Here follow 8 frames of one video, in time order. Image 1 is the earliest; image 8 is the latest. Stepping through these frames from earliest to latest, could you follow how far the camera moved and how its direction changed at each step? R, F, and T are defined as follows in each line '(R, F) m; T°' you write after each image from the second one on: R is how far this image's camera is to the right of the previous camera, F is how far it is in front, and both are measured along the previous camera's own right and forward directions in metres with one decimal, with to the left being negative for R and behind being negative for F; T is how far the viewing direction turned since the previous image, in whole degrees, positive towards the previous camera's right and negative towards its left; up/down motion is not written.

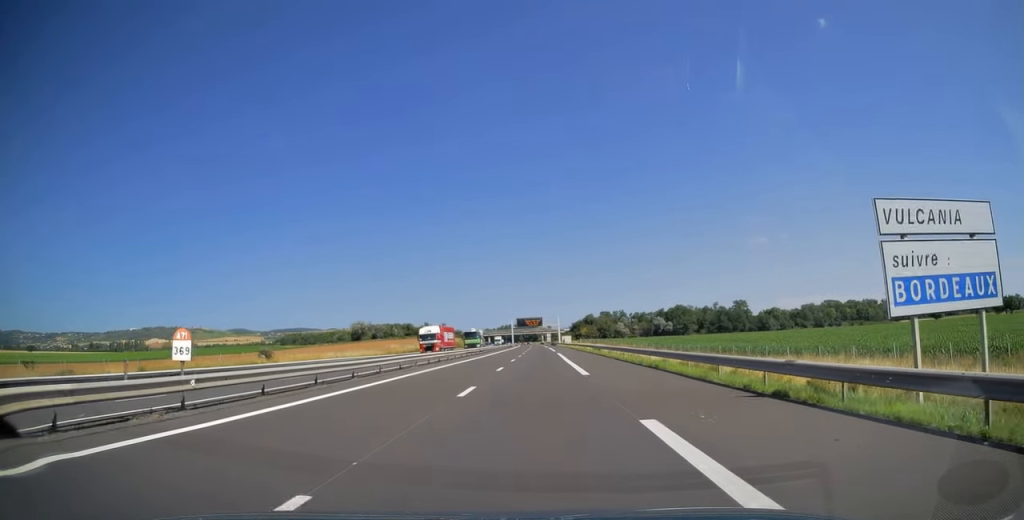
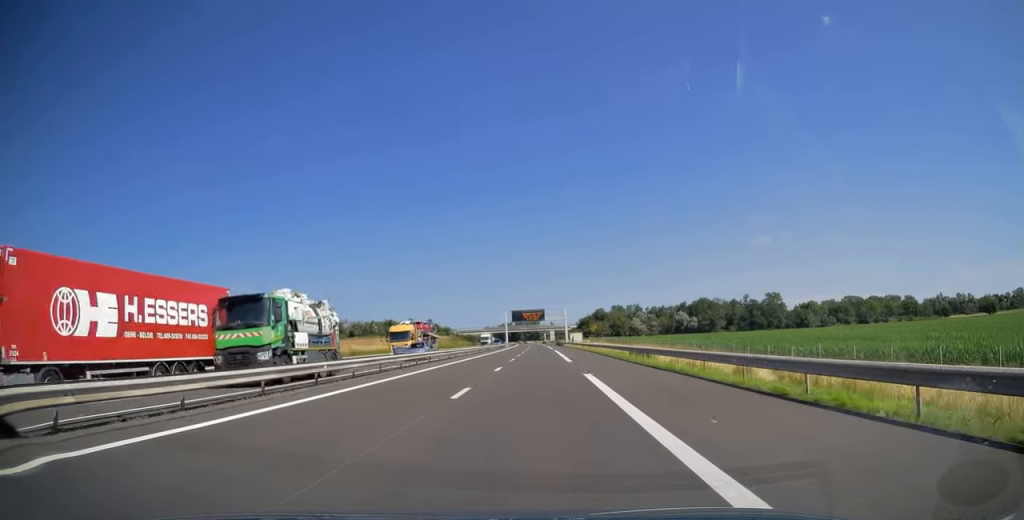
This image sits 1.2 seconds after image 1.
(0.0, +40.0) m; 0°
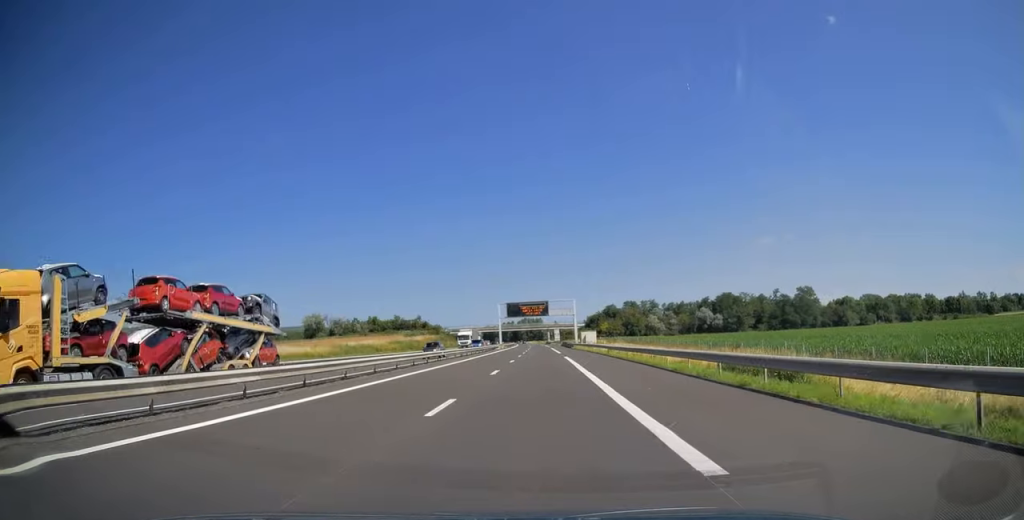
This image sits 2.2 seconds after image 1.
(-0.1, +29.2) m; 0°
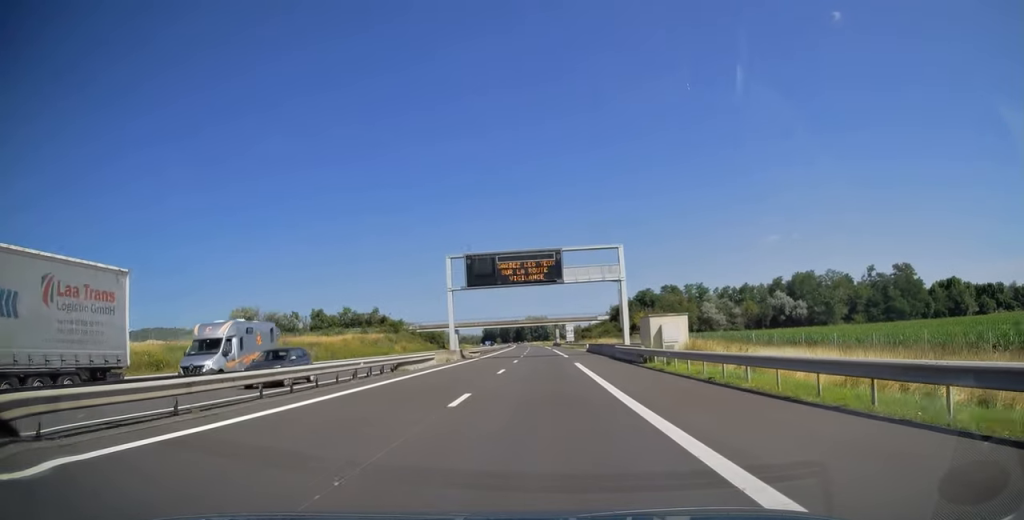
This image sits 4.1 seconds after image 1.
(-0.3, +63.3) m; -1°
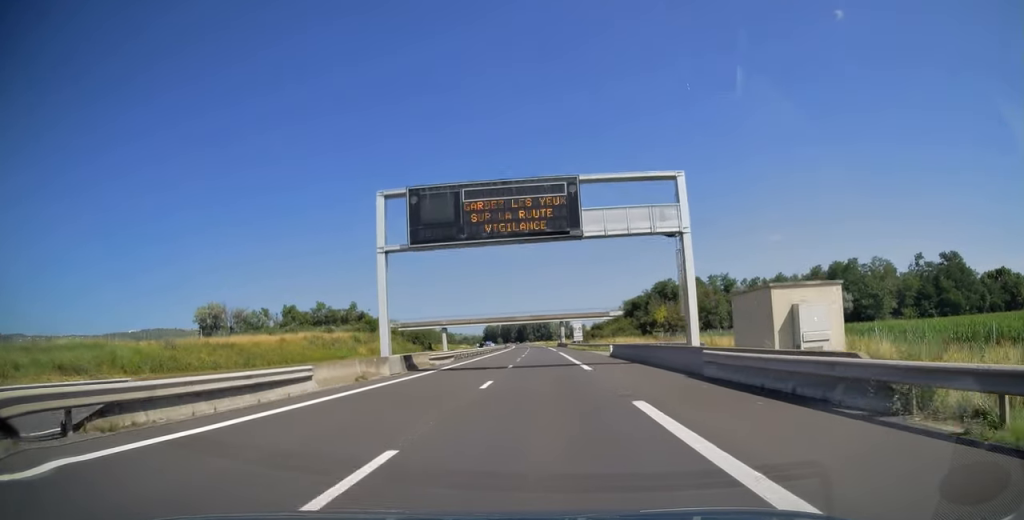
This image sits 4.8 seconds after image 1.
(0.0, +21.3) m; 0°
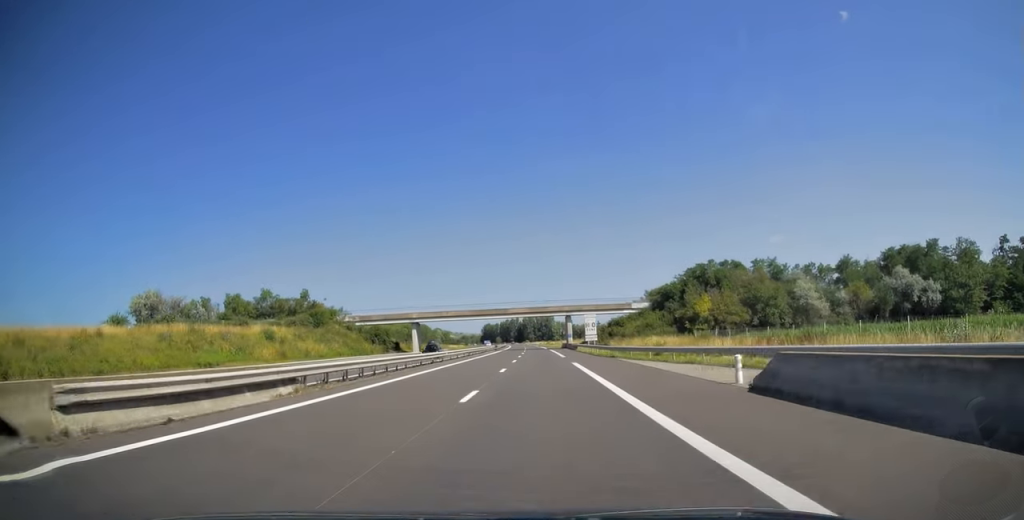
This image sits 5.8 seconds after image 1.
(-0.1, +29.9) m; 0°
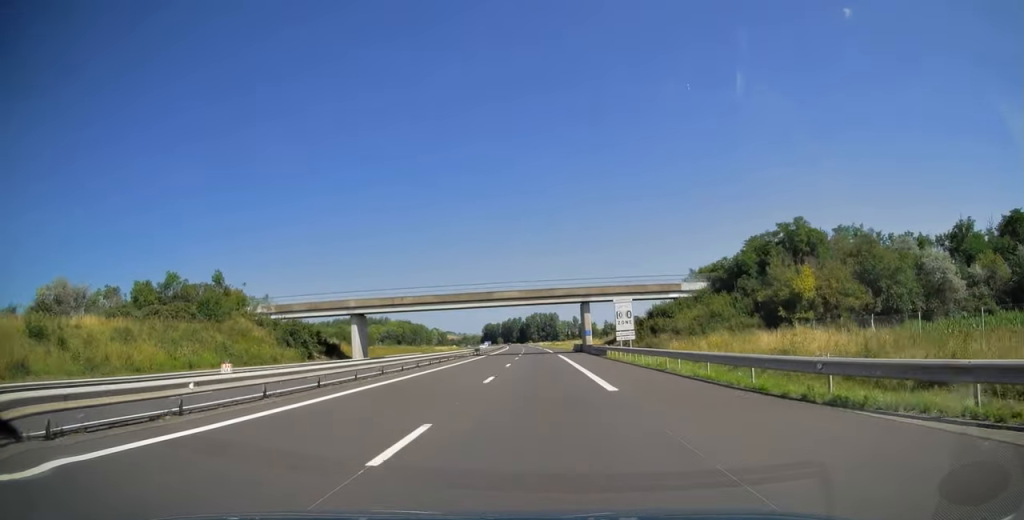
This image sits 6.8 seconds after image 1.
(0.0, +32.6) m; 0°
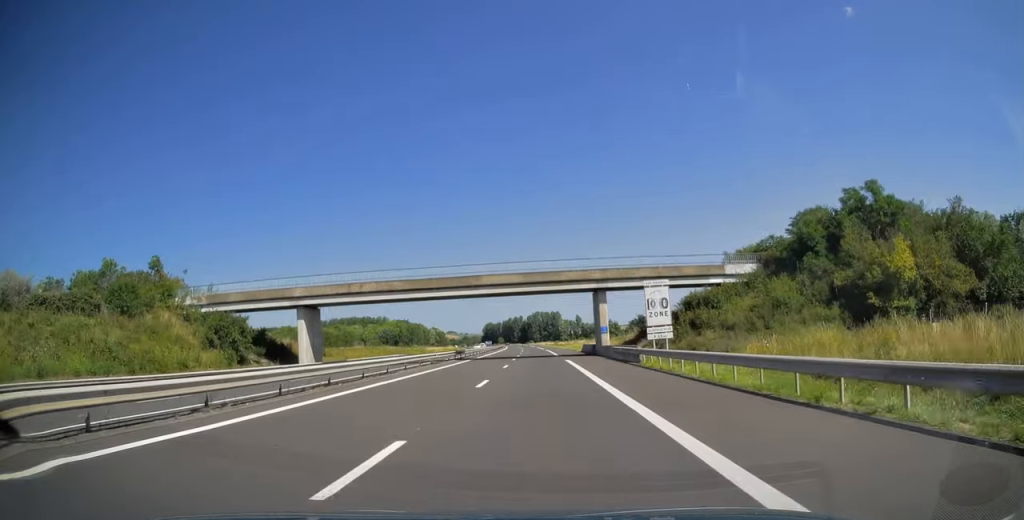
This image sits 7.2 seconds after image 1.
(+0.1, +15.0) m; 0°
